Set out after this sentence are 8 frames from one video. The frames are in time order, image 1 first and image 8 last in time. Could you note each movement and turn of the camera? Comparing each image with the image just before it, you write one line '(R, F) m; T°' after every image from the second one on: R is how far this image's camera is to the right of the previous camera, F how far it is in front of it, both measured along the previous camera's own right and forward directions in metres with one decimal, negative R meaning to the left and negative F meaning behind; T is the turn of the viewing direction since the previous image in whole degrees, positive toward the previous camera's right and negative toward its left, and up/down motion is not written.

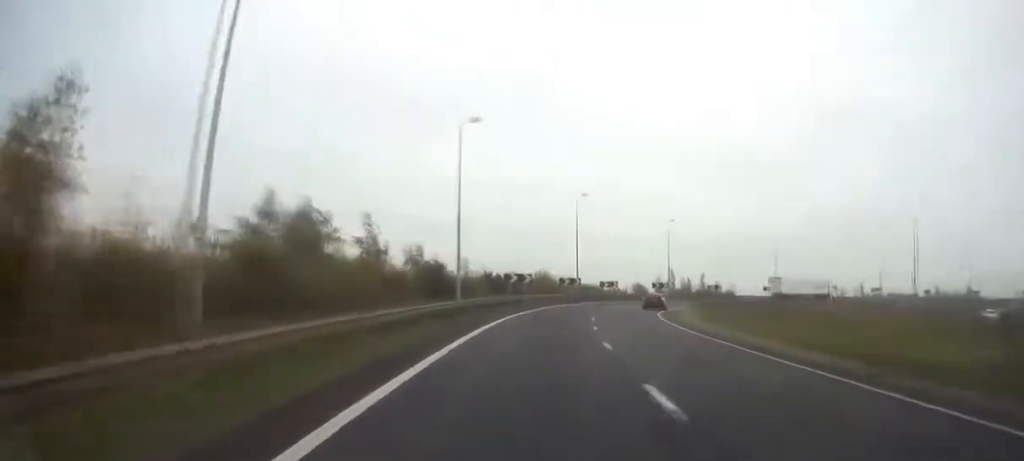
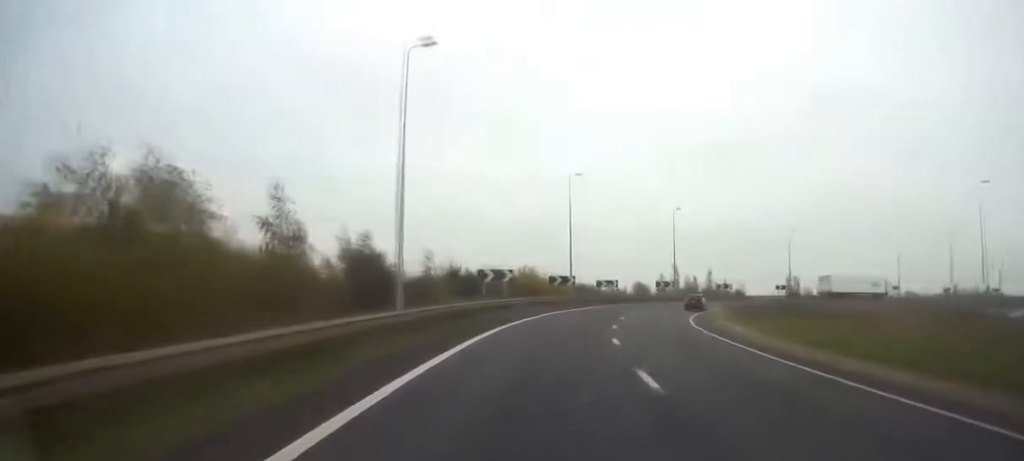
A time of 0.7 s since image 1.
(+0.2, +15.3) m; +3°
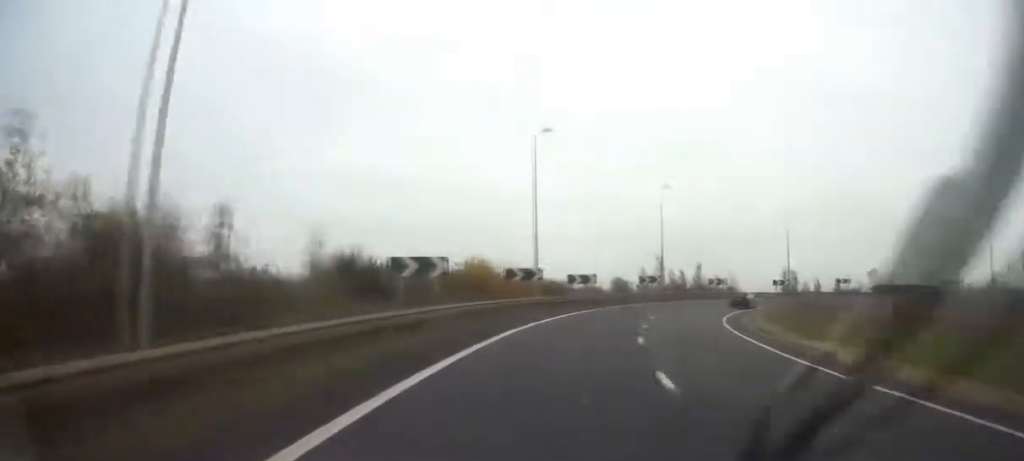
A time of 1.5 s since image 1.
(+0.4, +17.9) m; +5°
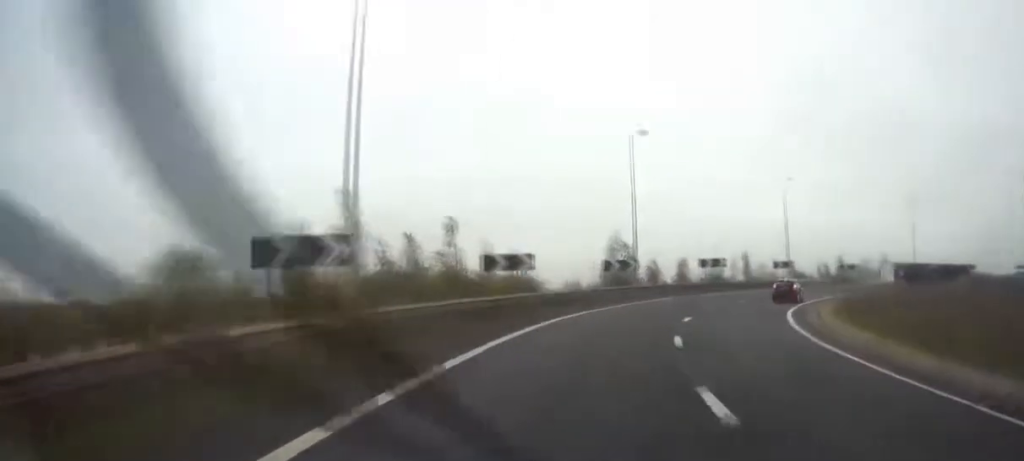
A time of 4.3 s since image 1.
(+9.9, +53.4) m; +20°
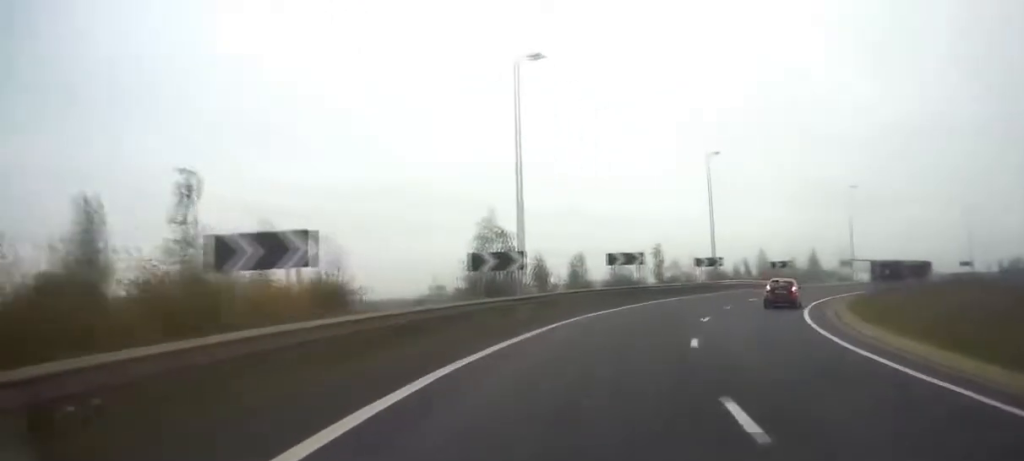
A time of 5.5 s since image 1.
(+2.5, +16.7) m; +12°
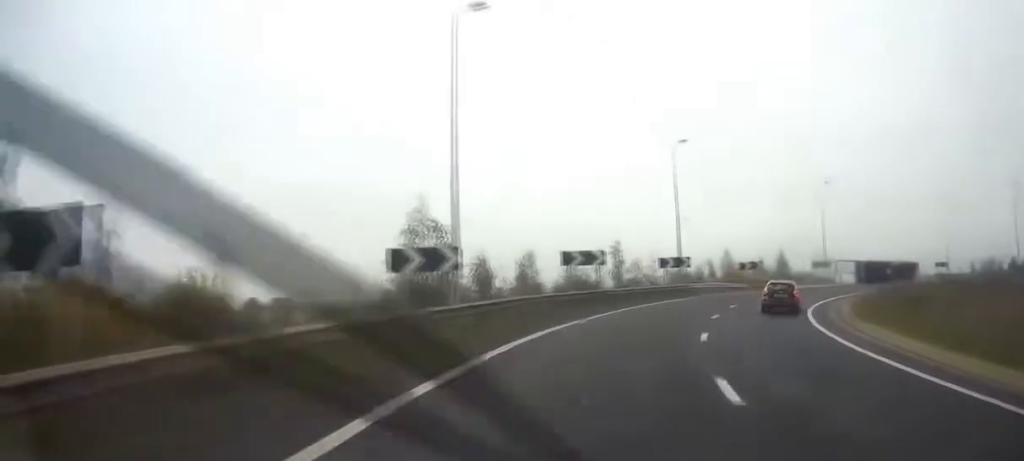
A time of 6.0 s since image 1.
(+0.3, +6.0) m; +4°
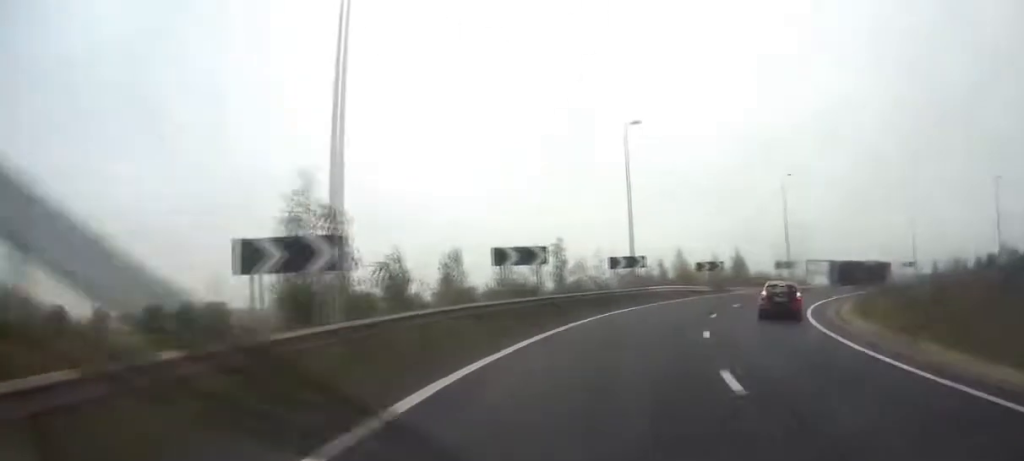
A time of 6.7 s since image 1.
(+0.3, +7.3) m; +4°
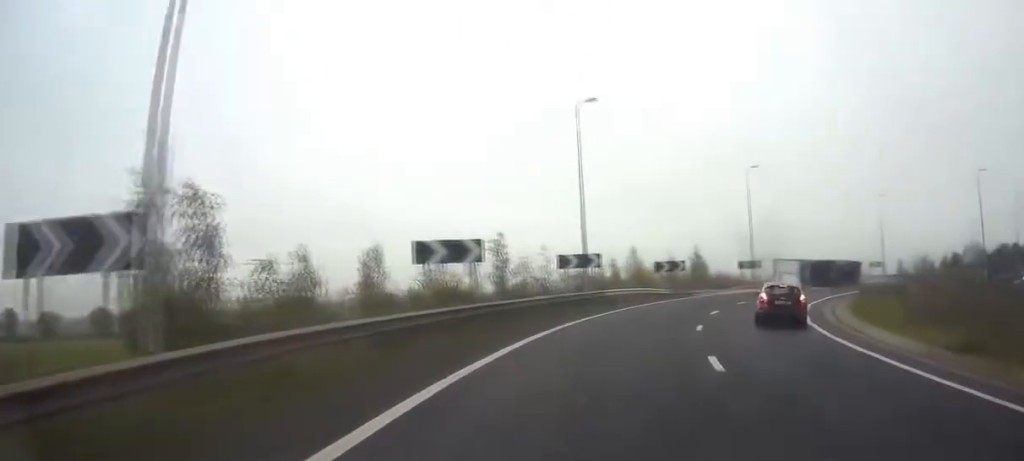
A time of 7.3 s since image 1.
(+0.3, +6.2) m; +3°
